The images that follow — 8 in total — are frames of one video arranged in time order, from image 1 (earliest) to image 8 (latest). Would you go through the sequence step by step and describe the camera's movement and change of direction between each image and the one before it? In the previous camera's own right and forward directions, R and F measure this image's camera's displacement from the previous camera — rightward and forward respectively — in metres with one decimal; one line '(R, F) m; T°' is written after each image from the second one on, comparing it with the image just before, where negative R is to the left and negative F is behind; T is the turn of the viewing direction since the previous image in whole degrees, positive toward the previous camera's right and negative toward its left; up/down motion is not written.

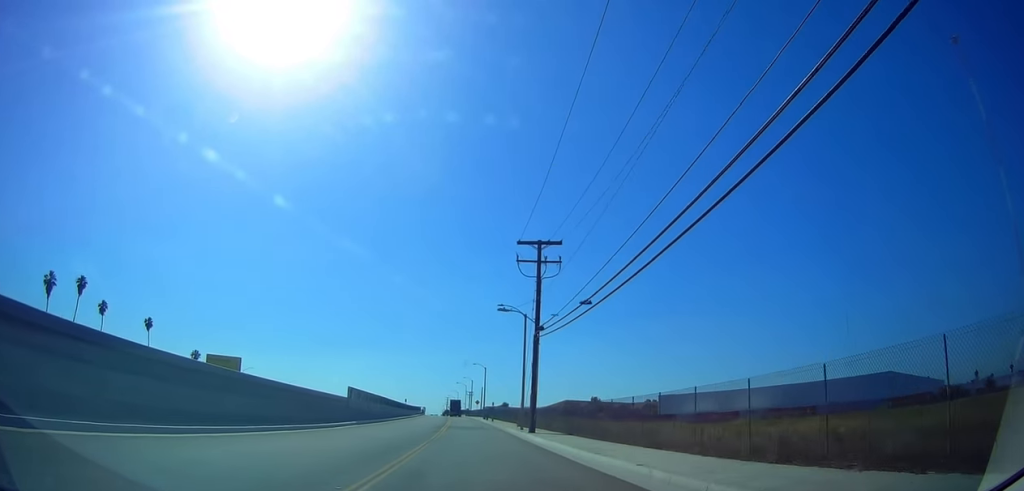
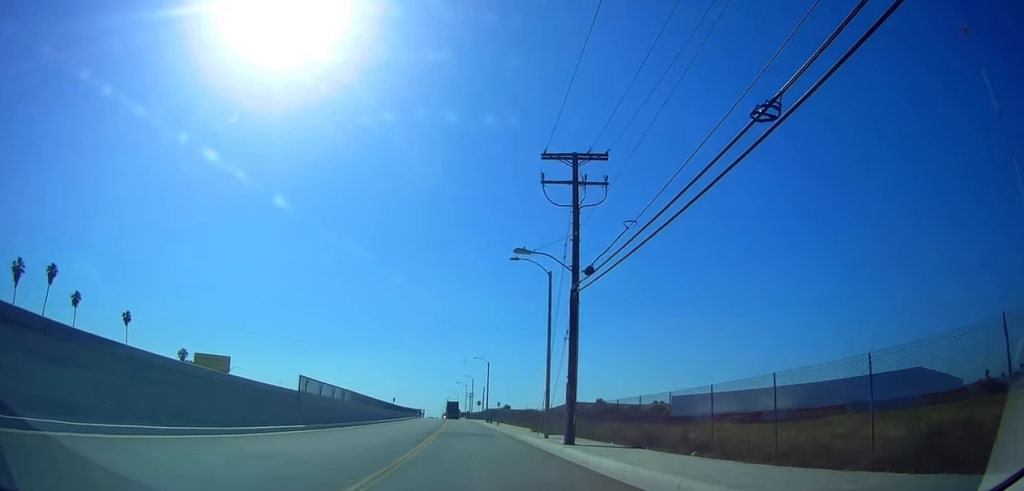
(-0.2, +14.0) m; -1°
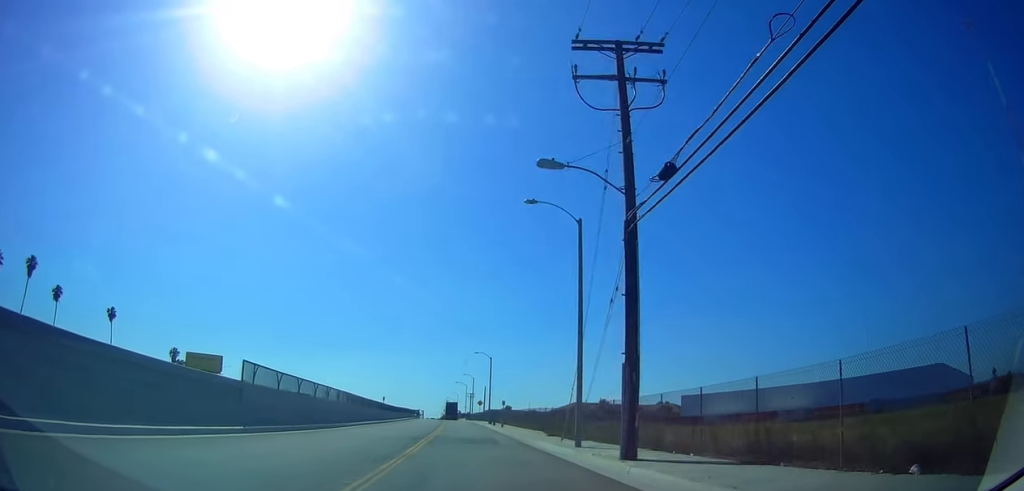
(+0.2, +8.9) m; 0°
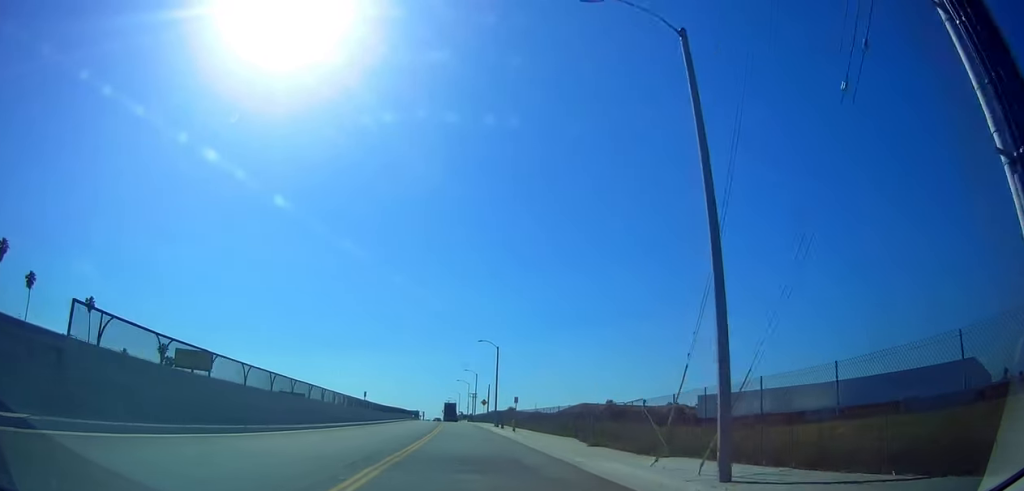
(0.0, +12.6) m; 0°
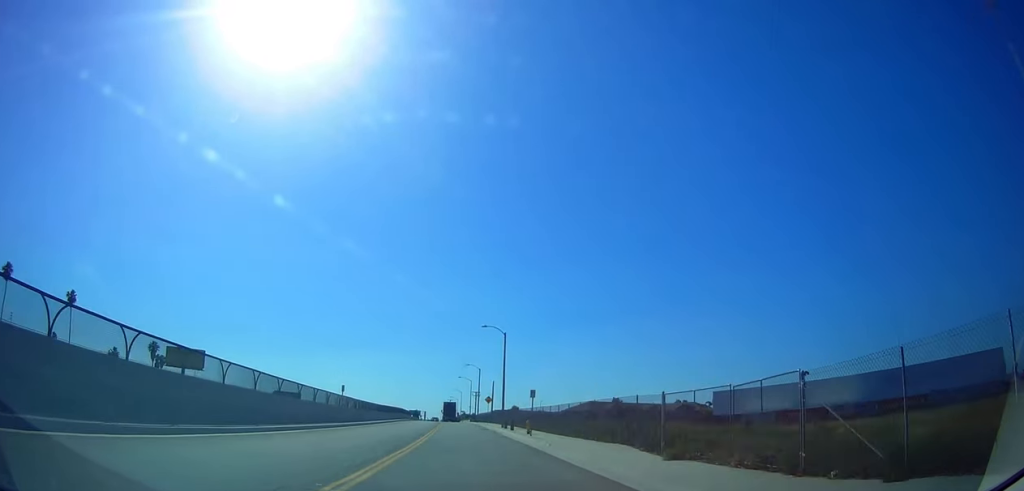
(-0.1, +10.0) m; -1°
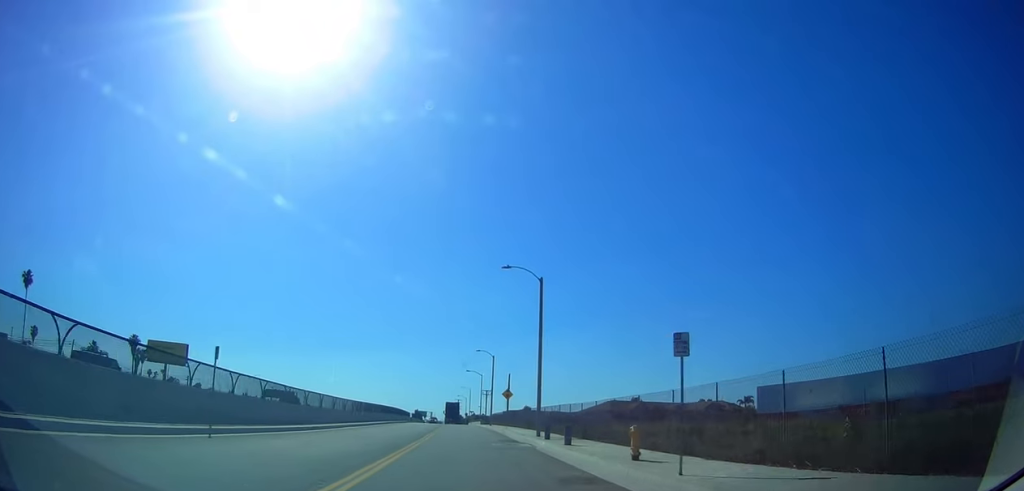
(+0.1, +22.8) m; +1°
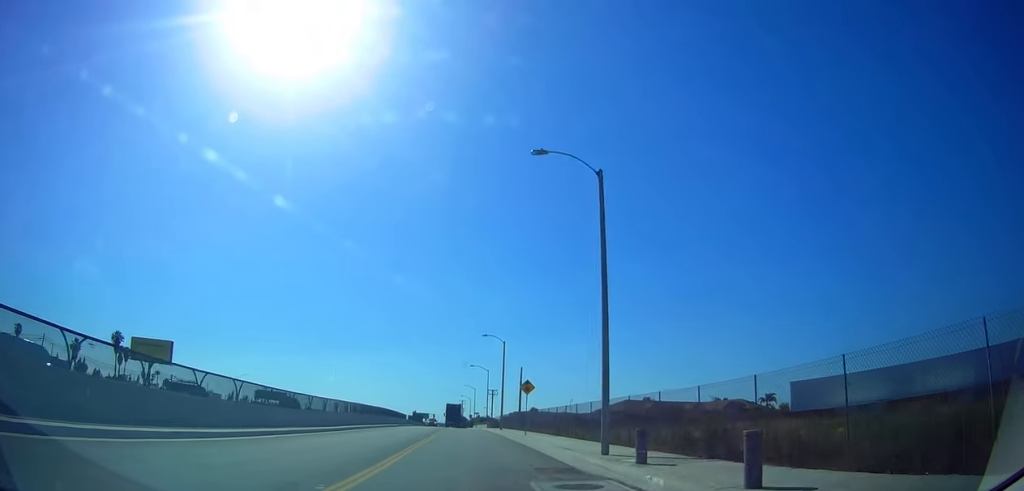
(+0.3, +15.5) m; 0°
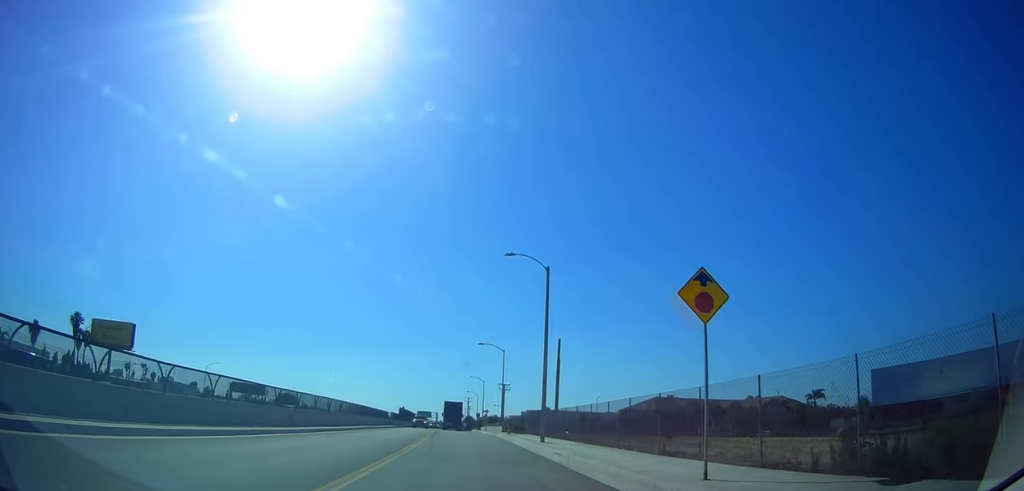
(-1.1, +30.2) m; -2°
